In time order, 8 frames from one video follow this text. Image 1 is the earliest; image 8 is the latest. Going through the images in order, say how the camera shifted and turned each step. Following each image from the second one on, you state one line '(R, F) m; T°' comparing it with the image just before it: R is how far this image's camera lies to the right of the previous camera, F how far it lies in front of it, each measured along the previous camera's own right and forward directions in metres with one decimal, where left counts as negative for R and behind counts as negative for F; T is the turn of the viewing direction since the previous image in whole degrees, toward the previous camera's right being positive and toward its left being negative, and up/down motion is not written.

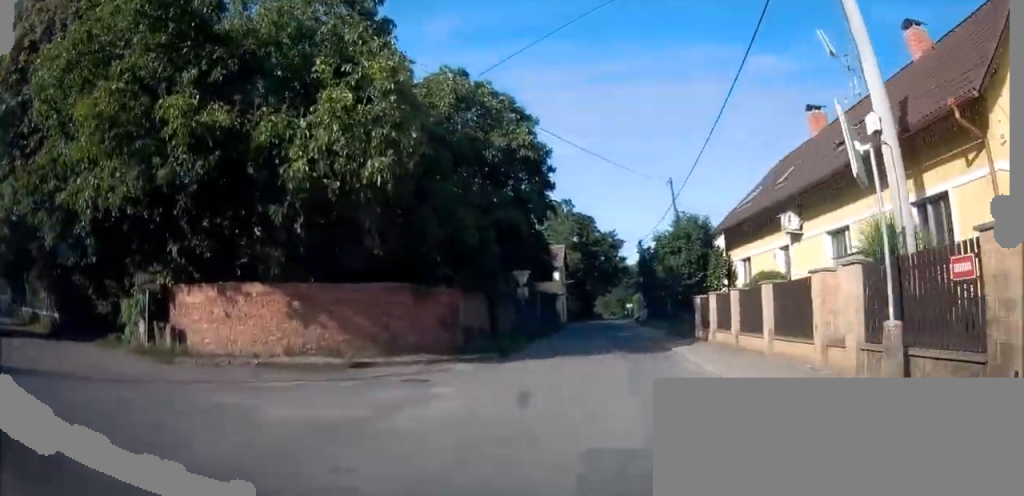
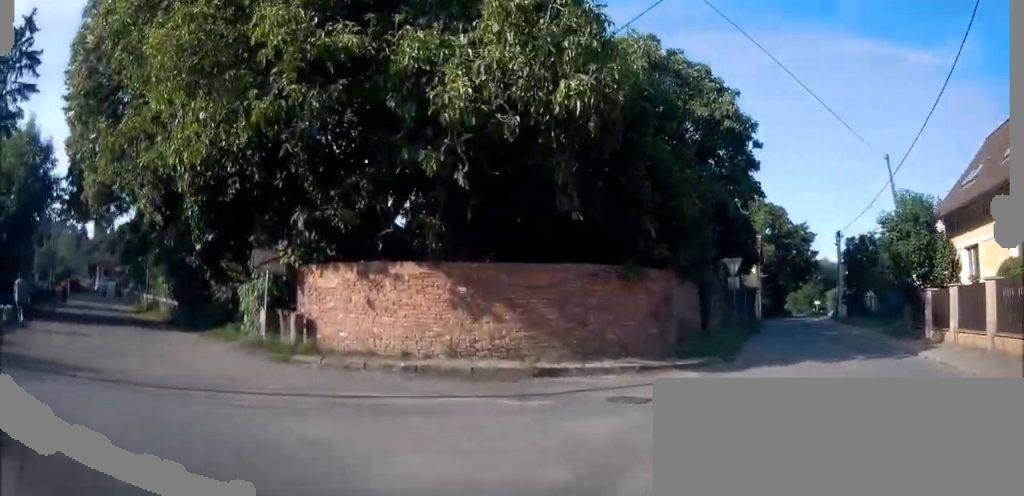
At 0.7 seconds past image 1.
(-0.2, +4.1) m; -11°
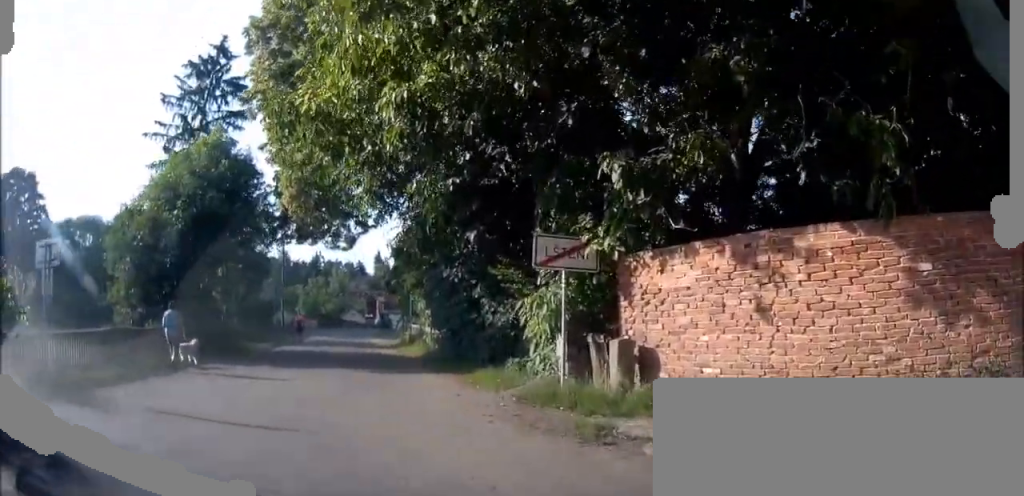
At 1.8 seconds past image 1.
(-1.2, +6.4) m; -24°
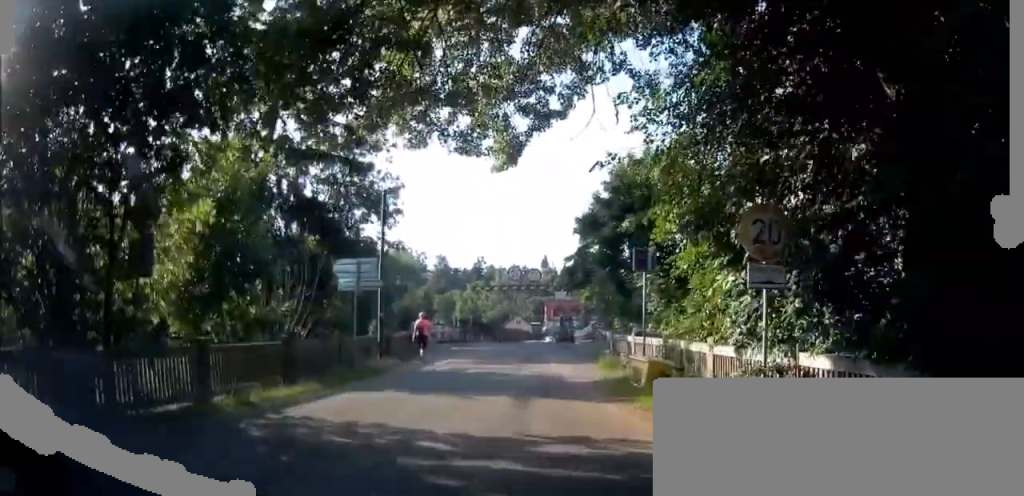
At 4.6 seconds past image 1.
(-6.2, +11.5) m; -42°
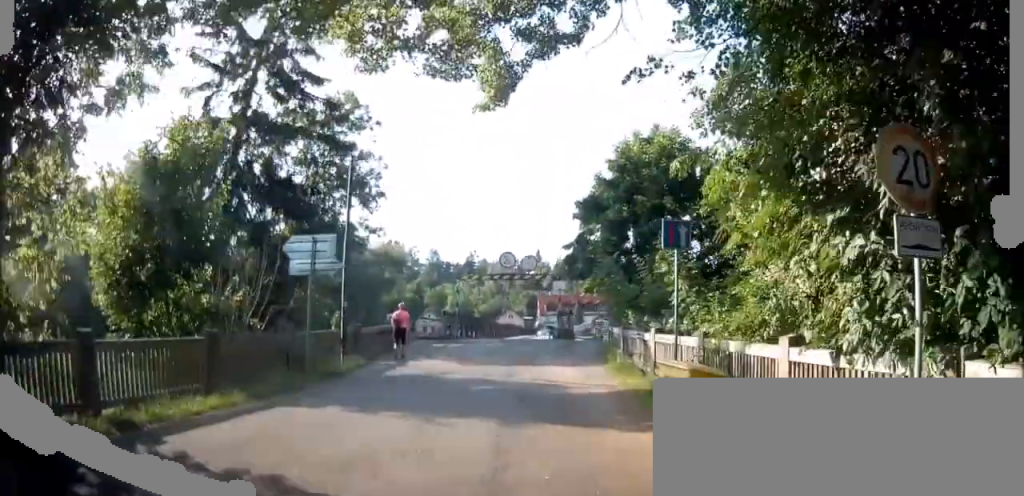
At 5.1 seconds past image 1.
(0.0, +2.3) m; 0°
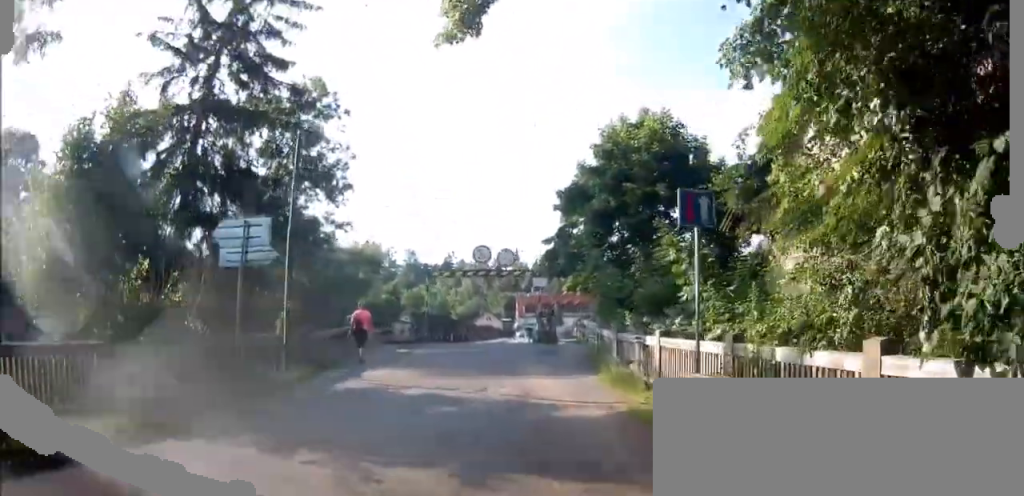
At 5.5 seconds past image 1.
(0.0, +1.8) m; +1°
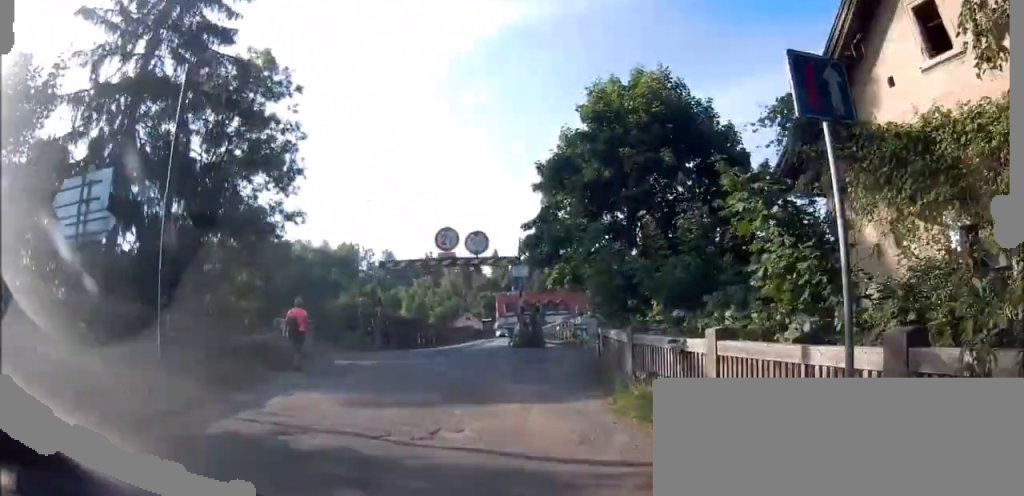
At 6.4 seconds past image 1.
(+0.1, +3.4) m; +4°
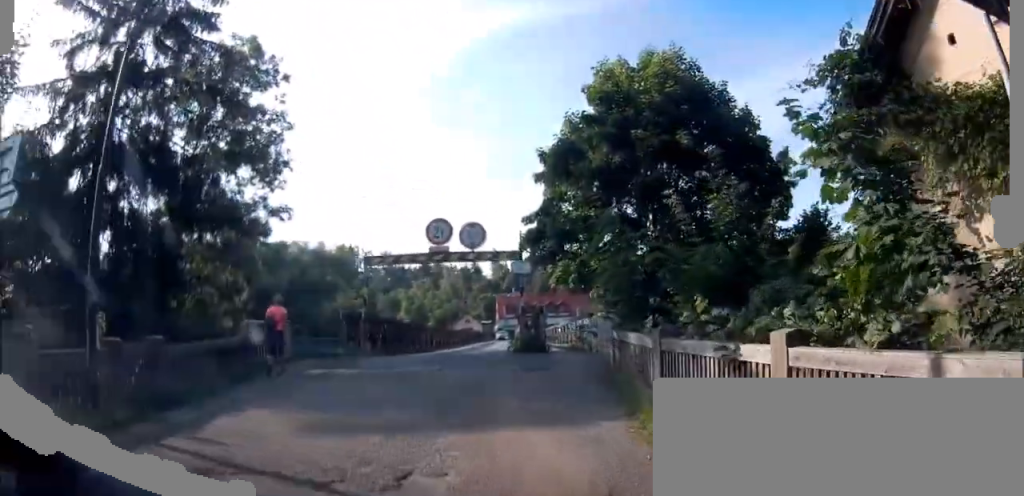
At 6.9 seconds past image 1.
(0.0, +1.9) m; +3°
